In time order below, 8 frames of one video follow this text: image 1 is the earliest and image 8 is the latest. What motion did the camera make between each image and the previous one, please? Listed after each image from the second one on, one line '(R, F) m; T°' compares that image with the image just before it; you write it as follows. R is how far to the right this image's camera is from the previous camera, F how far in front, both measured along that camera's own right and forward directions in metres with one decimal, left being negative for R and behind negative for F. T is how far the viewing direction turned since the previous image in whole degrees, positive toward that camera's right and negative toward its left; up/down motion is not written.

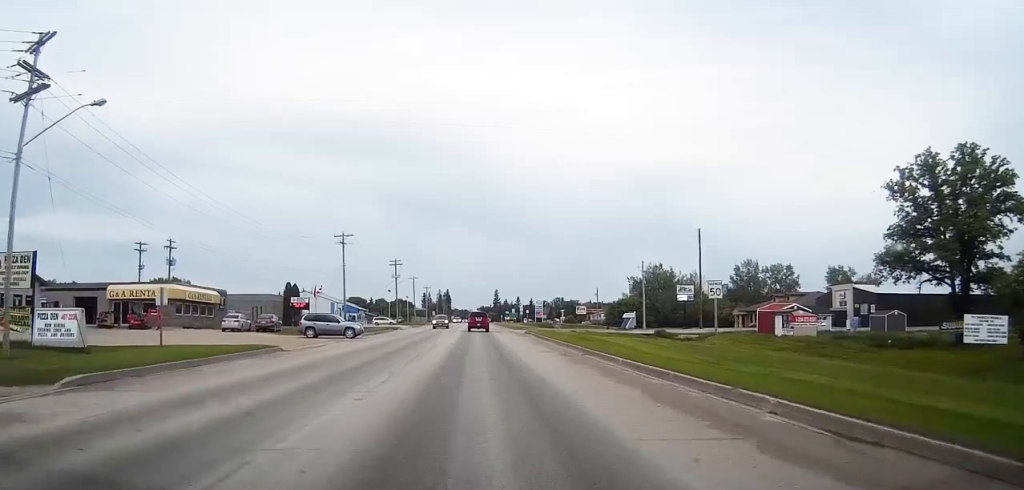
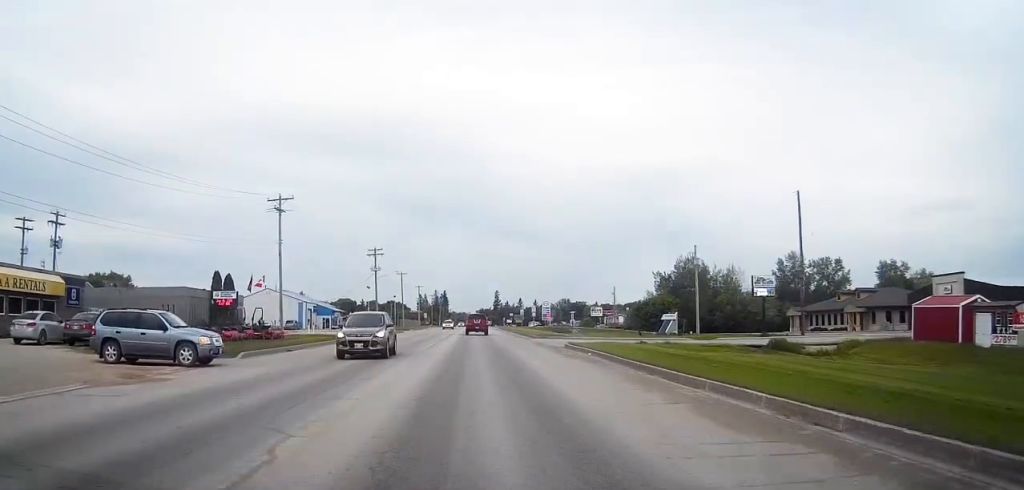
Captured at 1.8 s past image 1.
(-0.2, +30.9) m; -1°
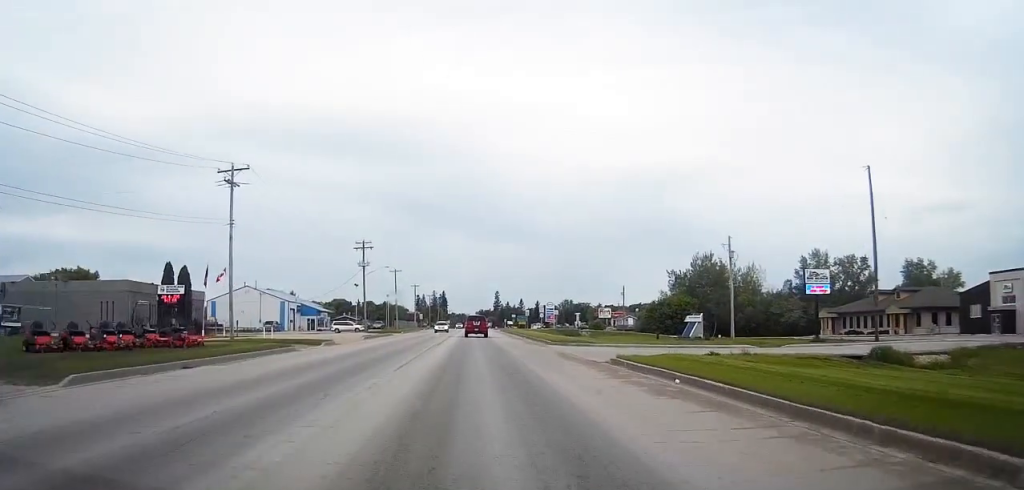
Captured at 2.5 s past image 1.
(0.0, +13.3) m; 0°
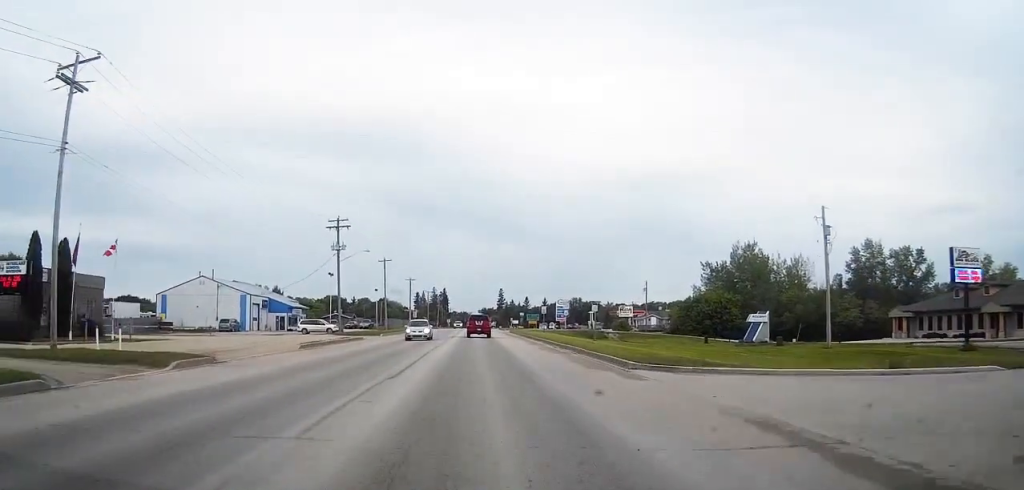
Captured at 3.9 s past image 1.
(0.0, +23.3) m; 0°
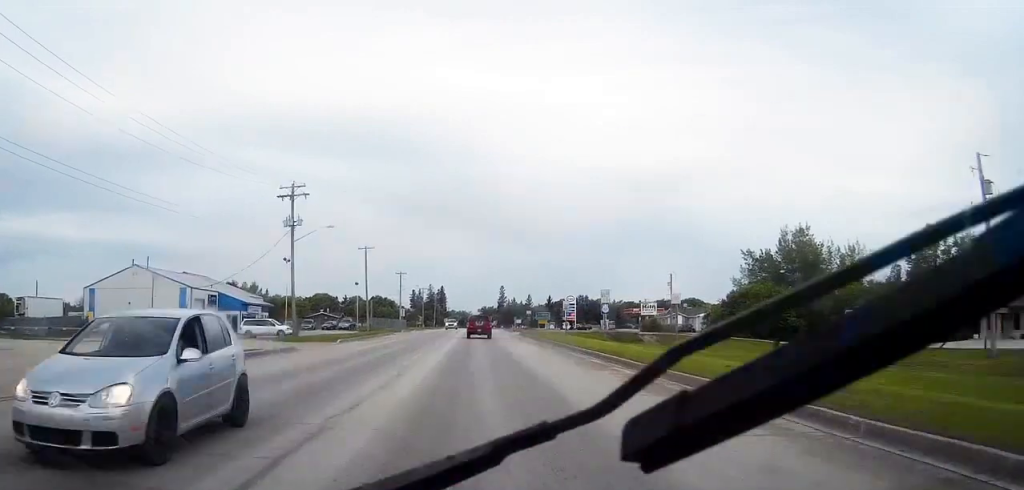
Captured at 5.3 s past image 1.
(+0.1, +22.5) m; 0°
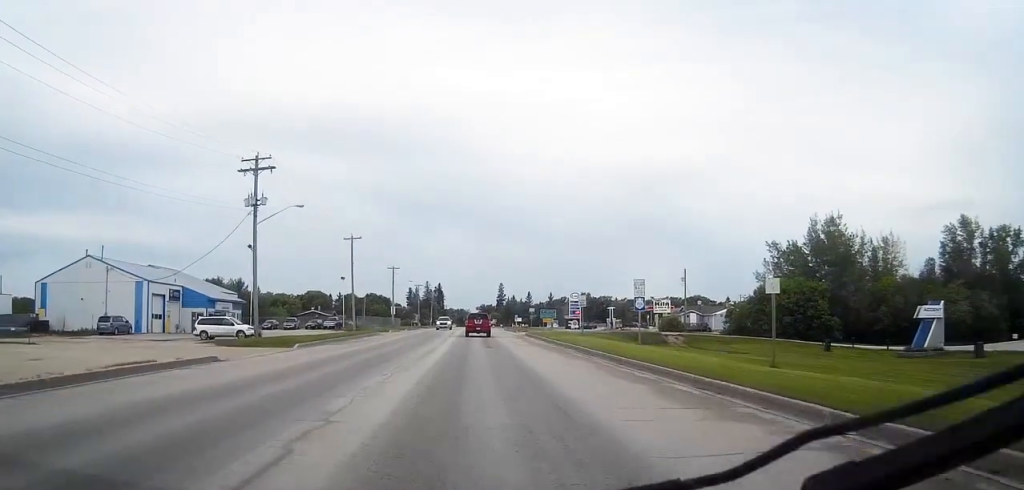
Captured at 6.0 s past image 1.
(0.0, +11.3) m; 0°
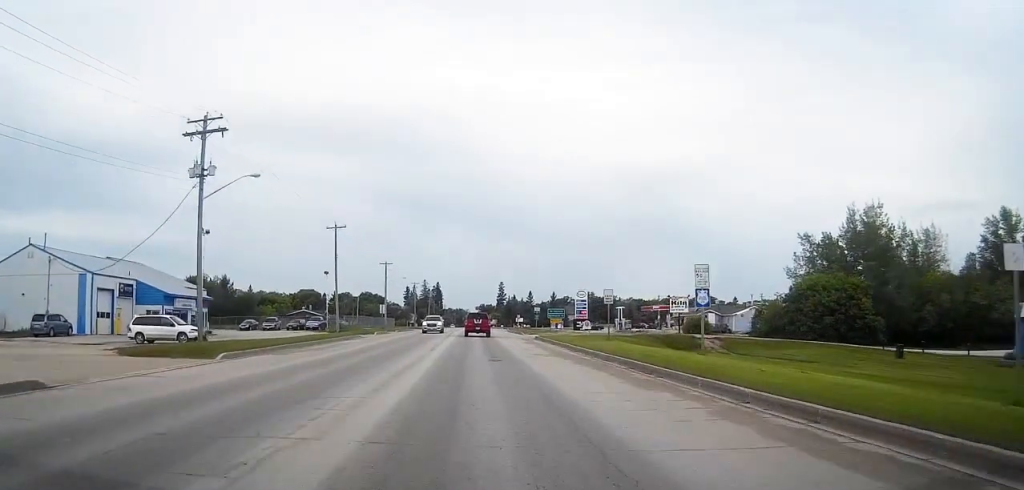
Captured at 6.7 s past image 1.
(+0.1, +11.4) m; 0°
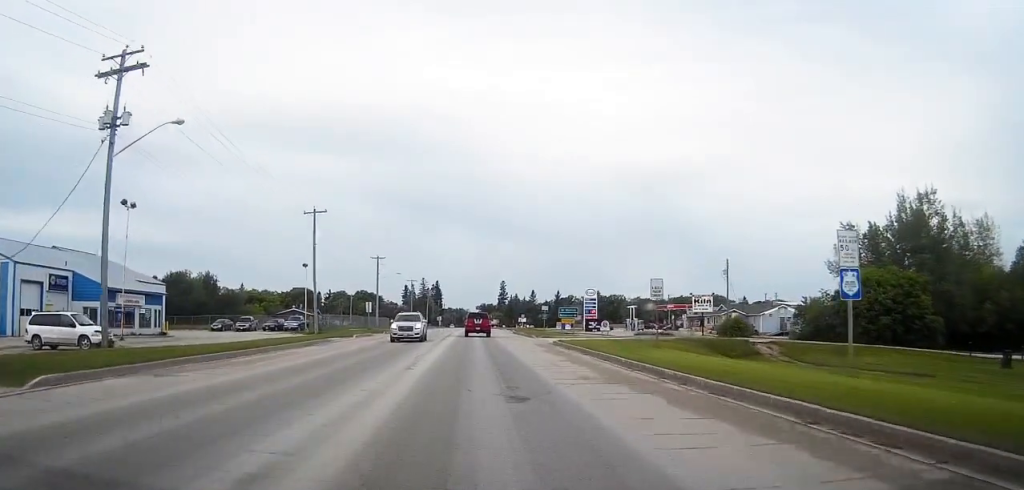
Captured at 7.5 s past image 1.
(0.0, +12.2) m; 0°
